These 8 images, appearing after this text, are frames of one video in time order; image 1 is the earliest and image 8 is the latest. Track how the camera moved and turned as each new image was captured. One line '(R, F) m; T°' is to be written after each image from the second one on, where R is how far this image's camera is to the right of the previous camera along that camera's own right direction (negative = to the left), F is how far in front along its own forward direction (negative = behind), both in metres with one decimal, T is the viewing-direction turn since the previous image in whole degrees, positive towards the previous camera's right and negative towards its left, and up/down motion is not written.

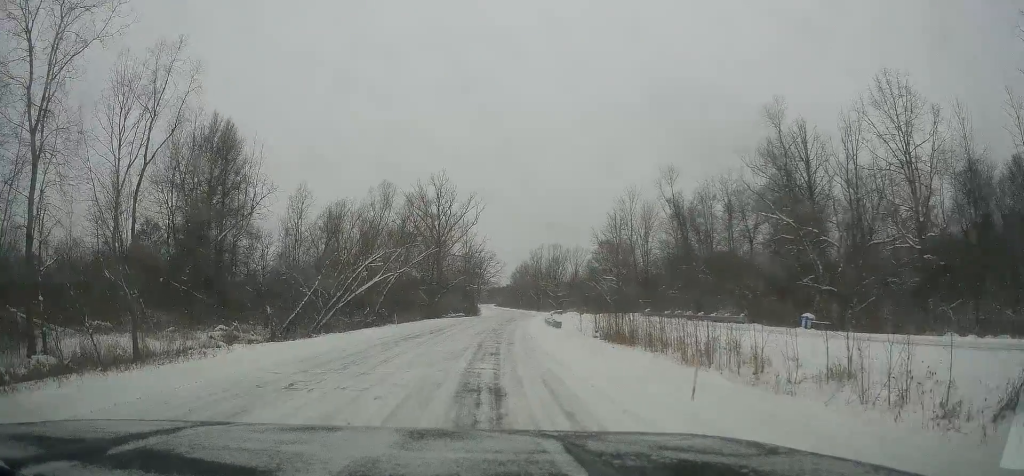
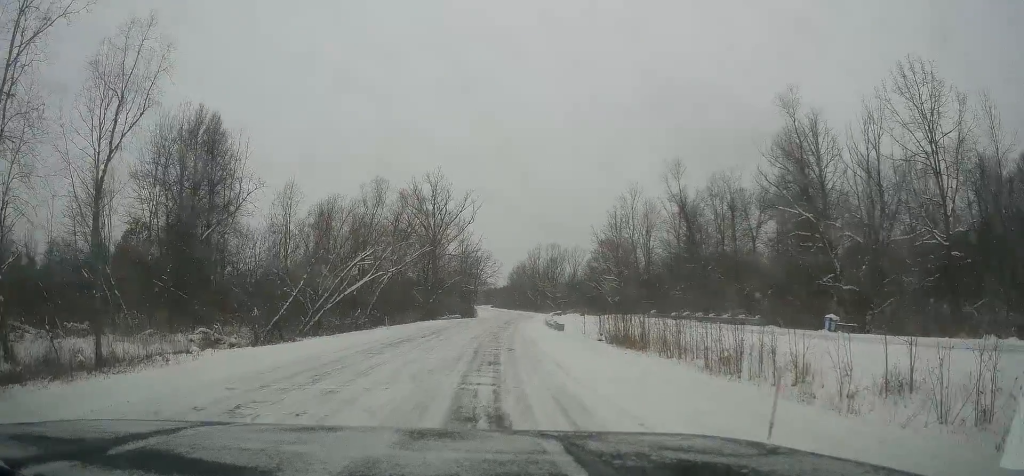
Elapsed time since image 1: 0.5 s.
(0.0, +2.6) m; 0°
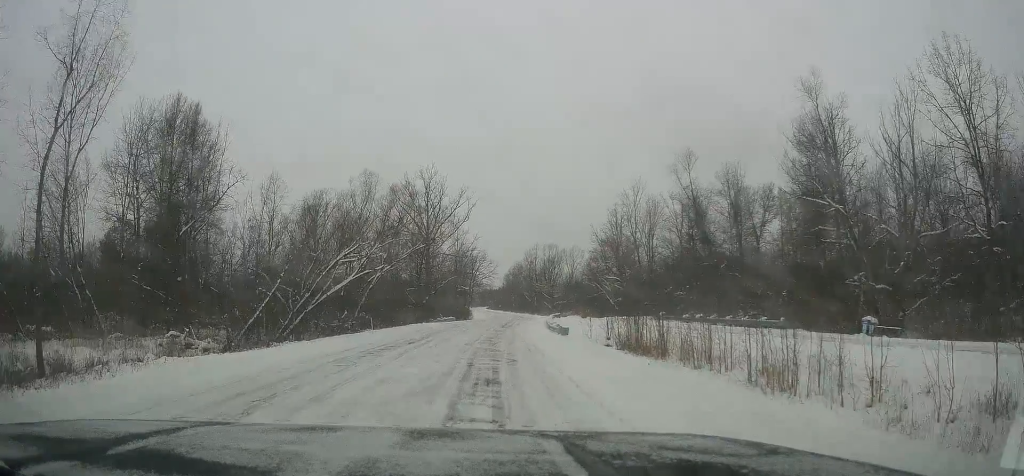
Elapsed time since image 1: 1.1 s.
(0.0, +3.5) m; 0°
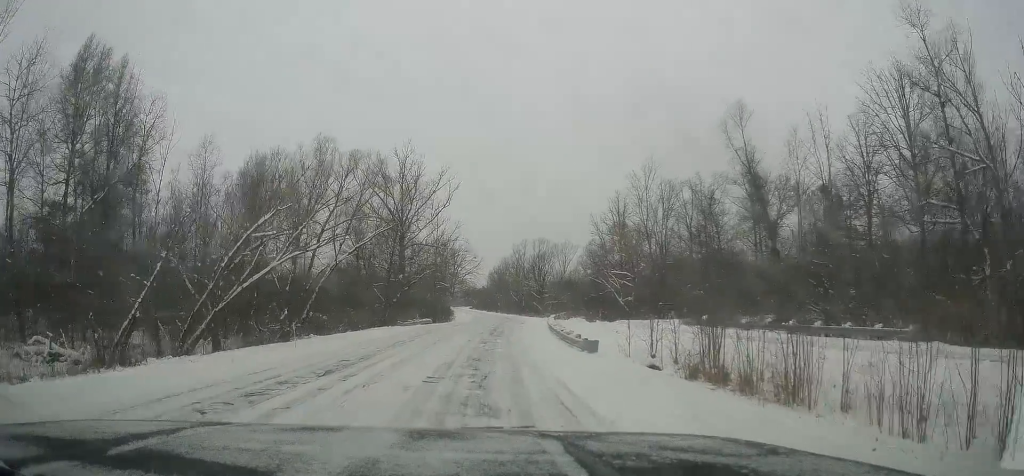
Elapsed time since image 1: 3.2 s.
(0.0, +11.5) m; 0°
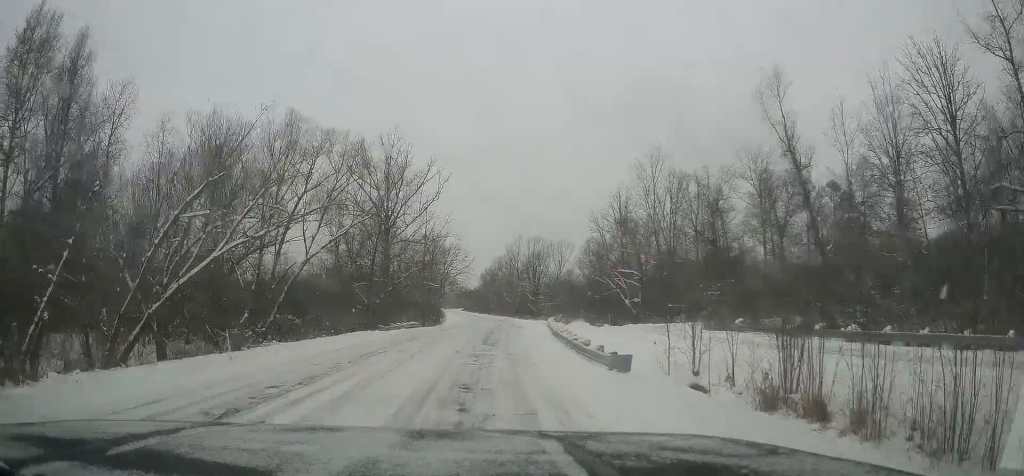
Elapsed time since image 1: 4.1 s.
(0.0, +5.5) m; +4°
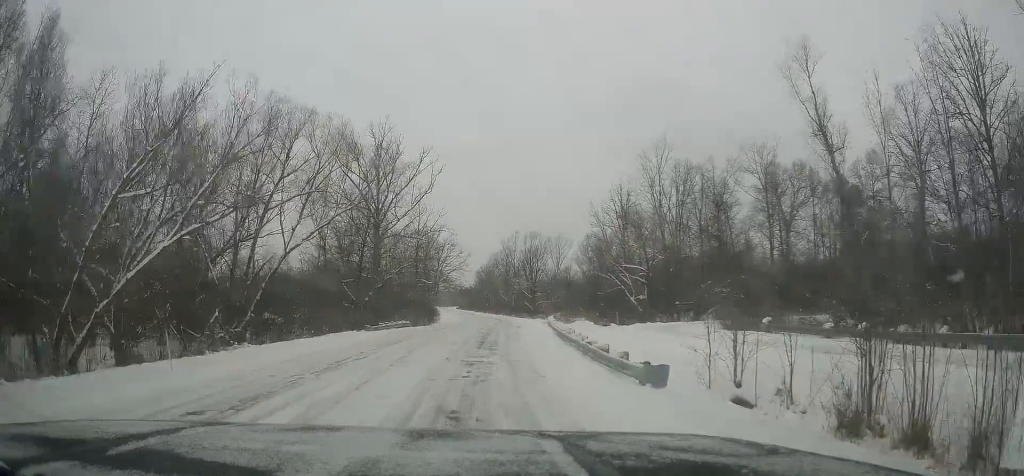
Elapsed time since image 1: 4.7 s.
(+0.1, +3.4) m; +1°
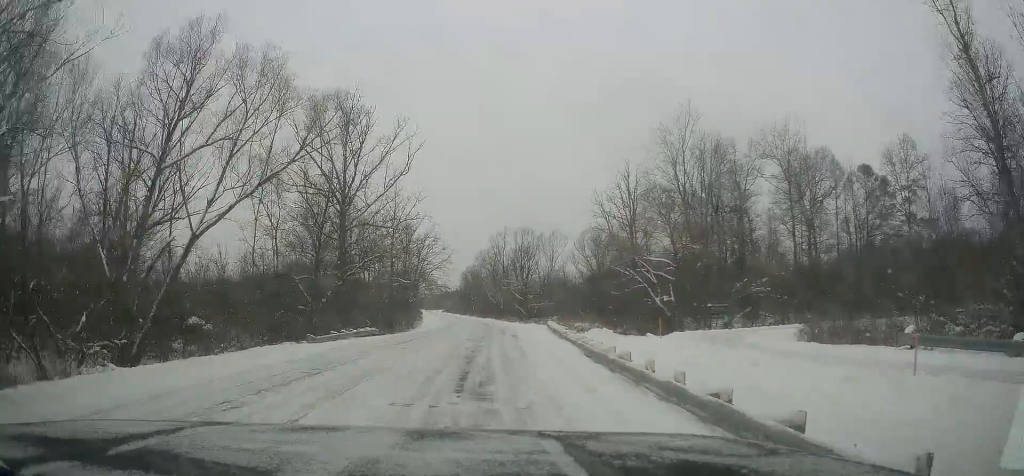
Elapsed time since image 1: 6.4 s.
(-0.3, +10.6) m; -5°
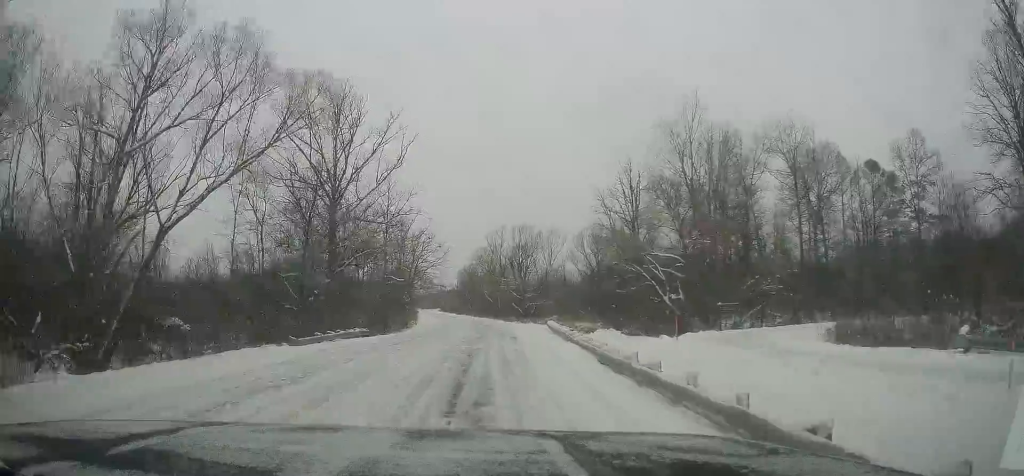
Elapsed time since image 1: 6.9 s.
(0.0, +2.5) m; 0°
